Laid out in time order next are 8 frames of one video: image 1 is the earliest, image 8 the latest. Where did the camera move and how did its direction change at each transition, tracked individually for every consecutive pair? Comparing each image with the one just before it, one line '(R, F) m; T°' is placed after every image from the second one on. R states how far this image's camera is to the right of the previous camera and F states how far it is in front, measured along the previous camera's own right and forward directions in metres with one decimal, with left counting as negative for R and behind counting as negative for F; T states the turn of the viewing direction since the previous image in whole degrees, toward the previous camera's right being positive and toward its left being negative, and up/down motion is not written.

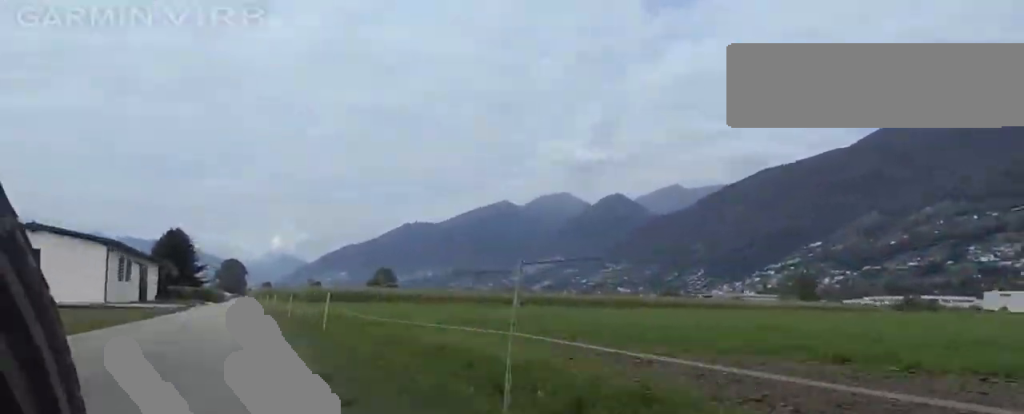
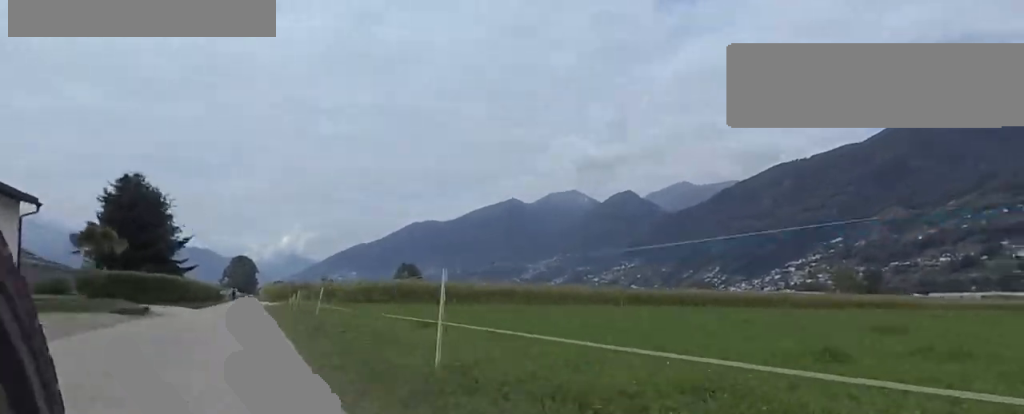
(-0.2, +32.7) m; 0°
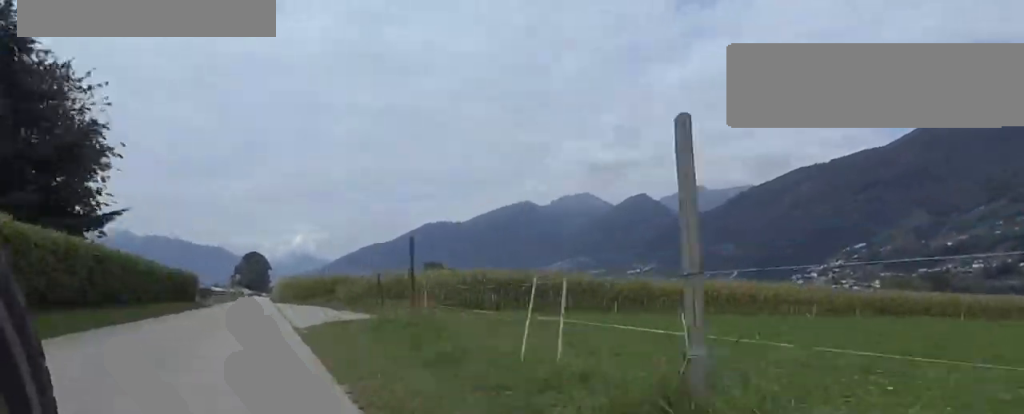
(0.0, +28.5) m; 0°
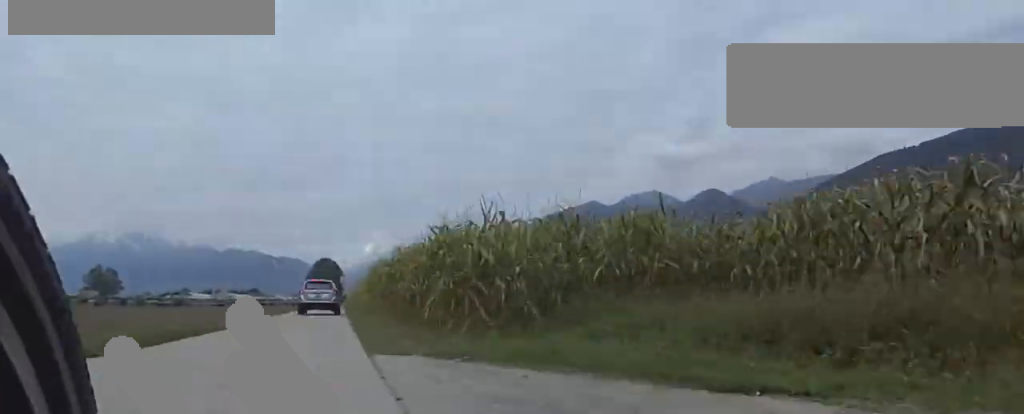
(0.0, +47.1) m; 0°
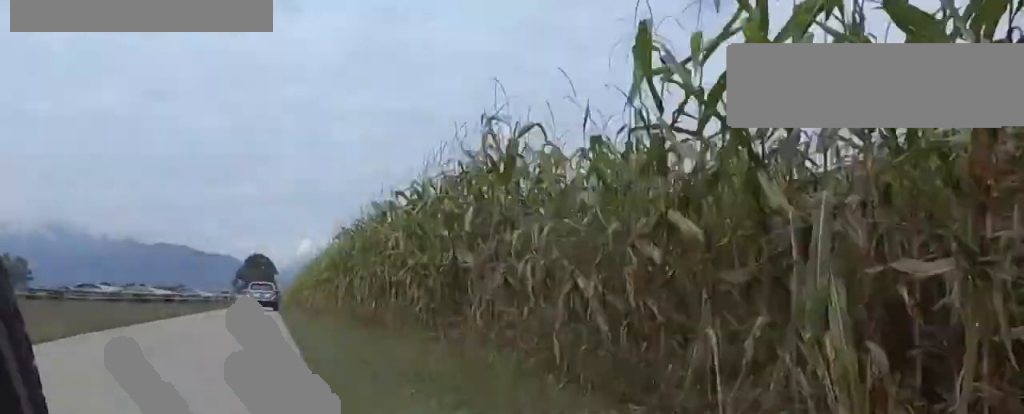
(0.0, +15.5) m; 0°
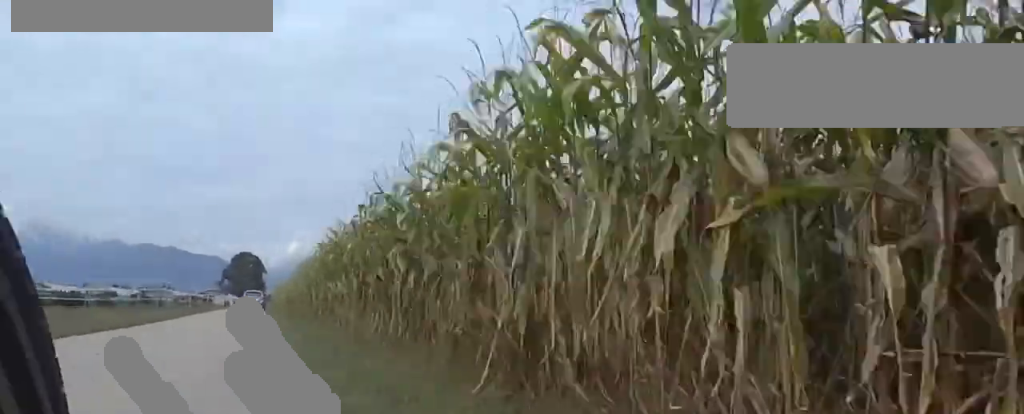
(0.0, +27.7) m; 0°
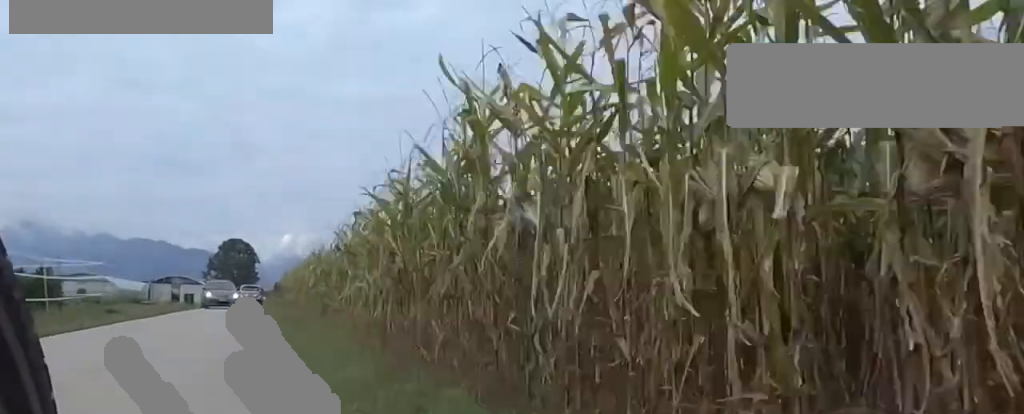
(-0.3, +52.0) m; -1°
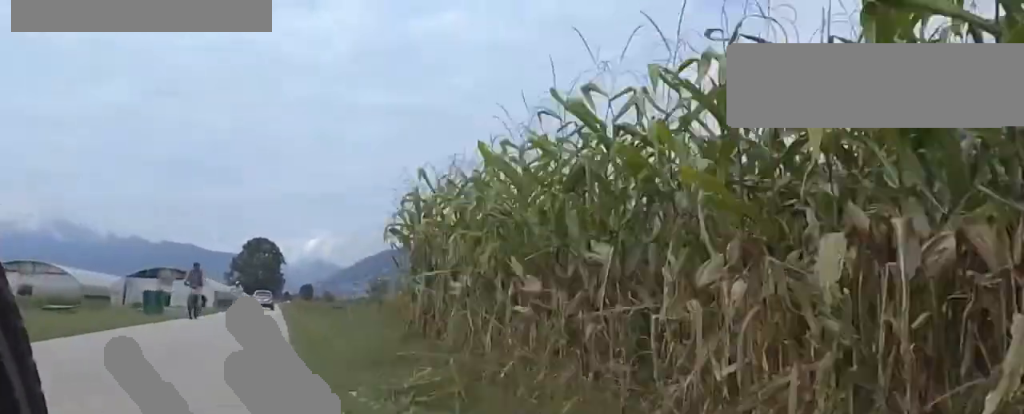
(-0.1, +27.2) m; 0°
